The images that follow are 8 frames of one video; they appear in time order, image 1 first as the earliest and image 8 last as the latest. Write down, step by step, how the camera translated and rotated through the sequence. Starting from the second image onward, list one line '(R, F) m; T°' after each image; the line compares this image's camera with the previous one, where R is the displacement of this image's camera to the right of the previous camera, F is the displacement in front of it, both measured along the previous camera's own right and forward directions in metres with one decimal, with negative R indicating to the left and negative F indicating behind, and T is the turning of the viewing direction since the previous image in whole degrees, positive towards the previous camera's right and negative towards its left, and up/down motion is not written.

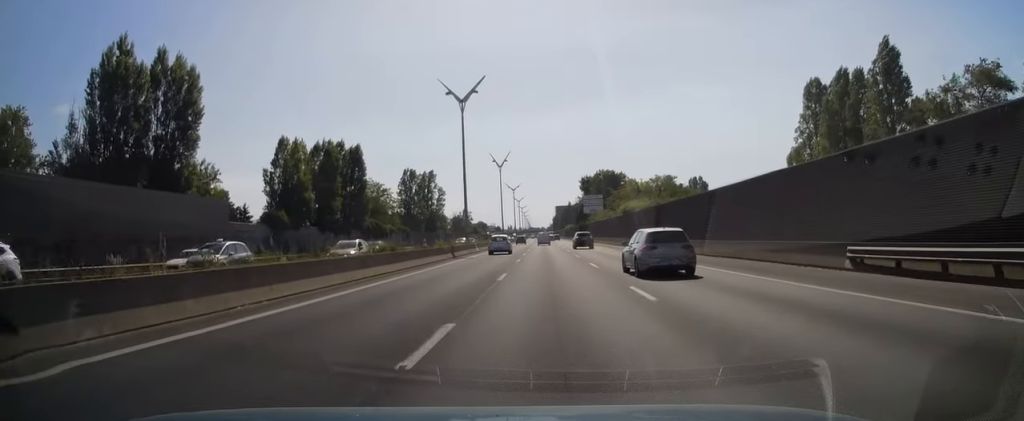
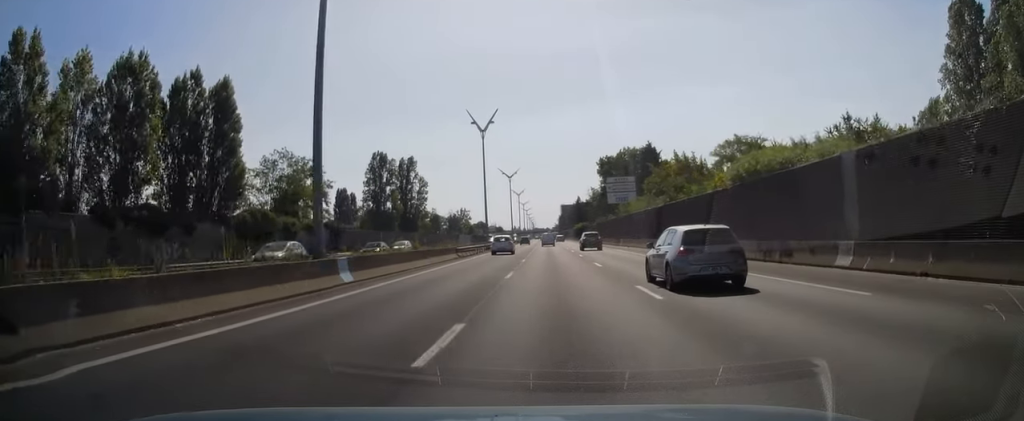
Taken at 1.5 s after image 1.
(-0.2, +38.4) m; -1°
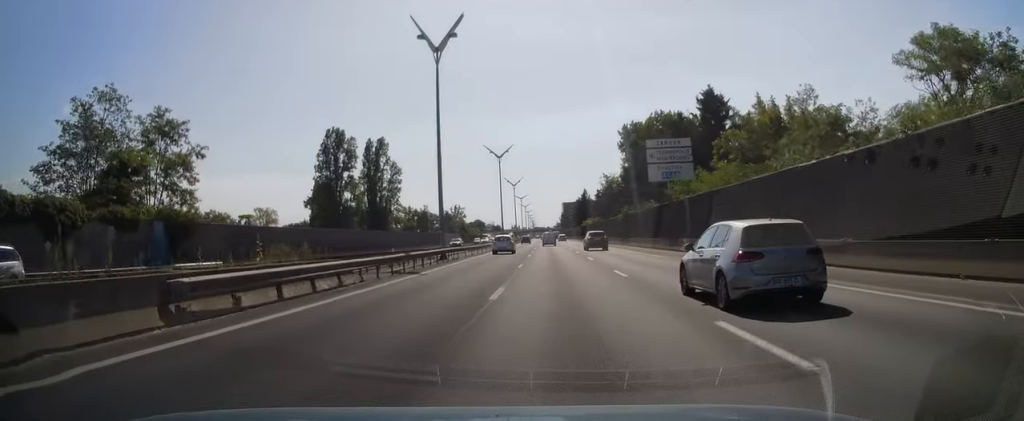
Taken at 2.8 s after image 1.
(-0.1, +32.3) m; 0°
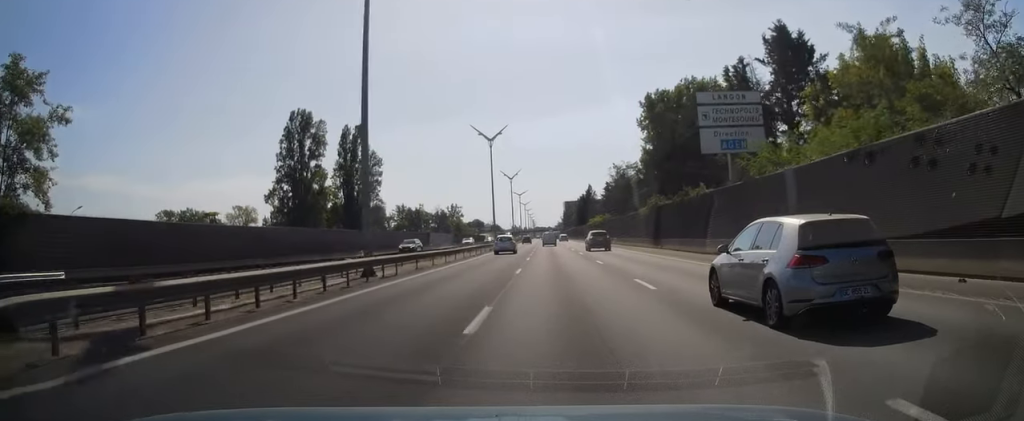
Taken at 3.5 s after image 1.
(+0.1, +17.4) m; 0°
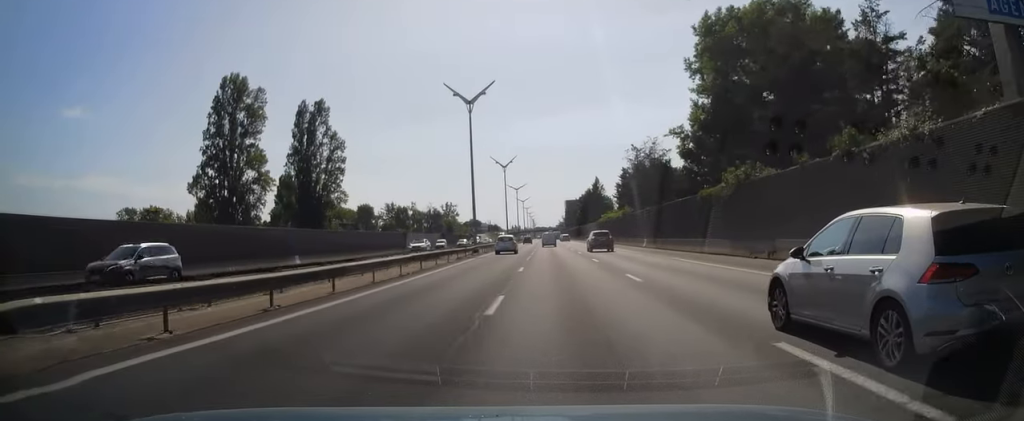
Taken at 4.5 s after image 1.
(0.0, +23.2) m; 0°
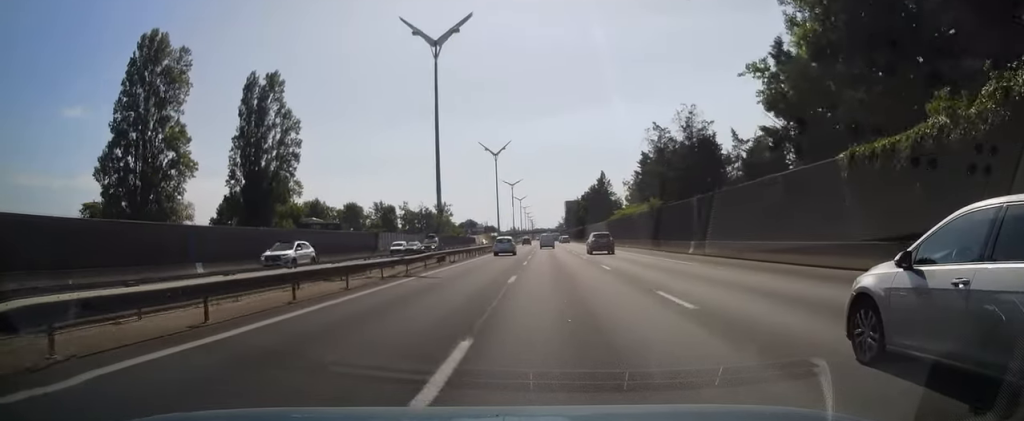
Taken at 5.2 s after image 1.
(0.0, +18.6) m; 0°
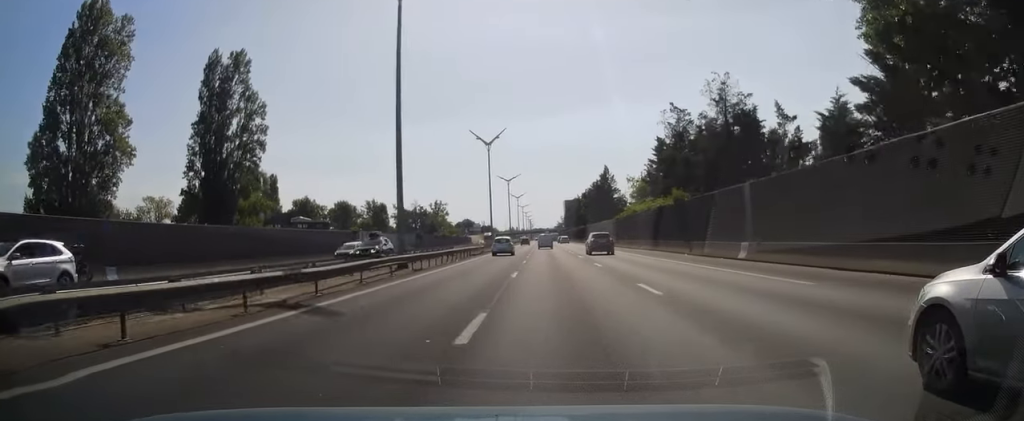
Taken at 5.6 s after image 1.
(0.0, +10.3) m; 0°
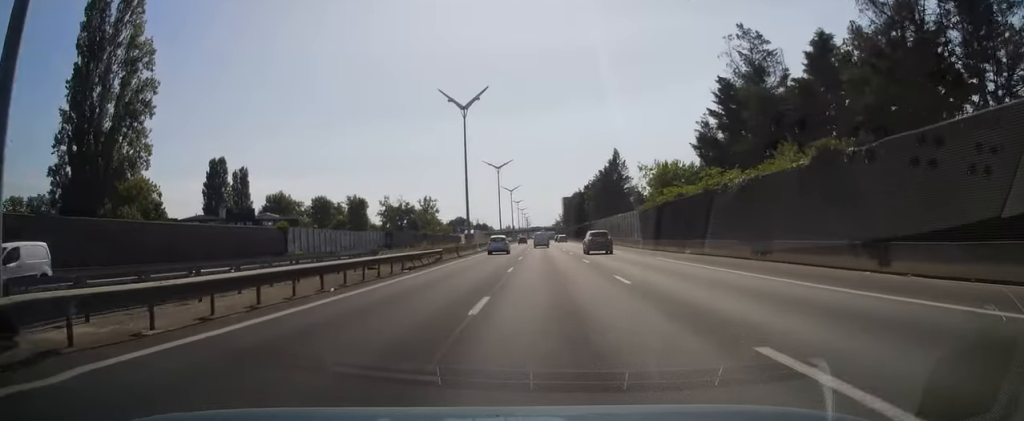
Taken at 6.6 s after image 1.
(-0.1, +22.8) m; -1°
